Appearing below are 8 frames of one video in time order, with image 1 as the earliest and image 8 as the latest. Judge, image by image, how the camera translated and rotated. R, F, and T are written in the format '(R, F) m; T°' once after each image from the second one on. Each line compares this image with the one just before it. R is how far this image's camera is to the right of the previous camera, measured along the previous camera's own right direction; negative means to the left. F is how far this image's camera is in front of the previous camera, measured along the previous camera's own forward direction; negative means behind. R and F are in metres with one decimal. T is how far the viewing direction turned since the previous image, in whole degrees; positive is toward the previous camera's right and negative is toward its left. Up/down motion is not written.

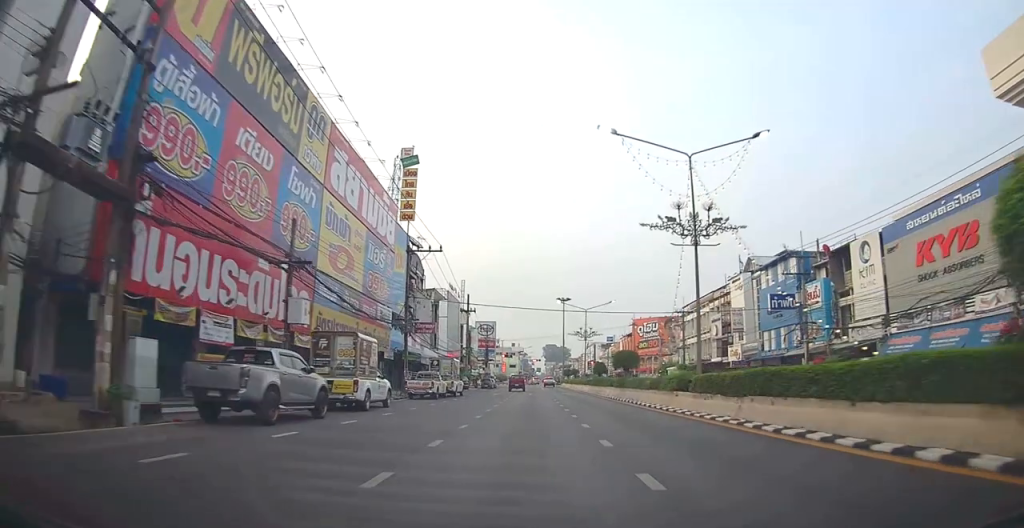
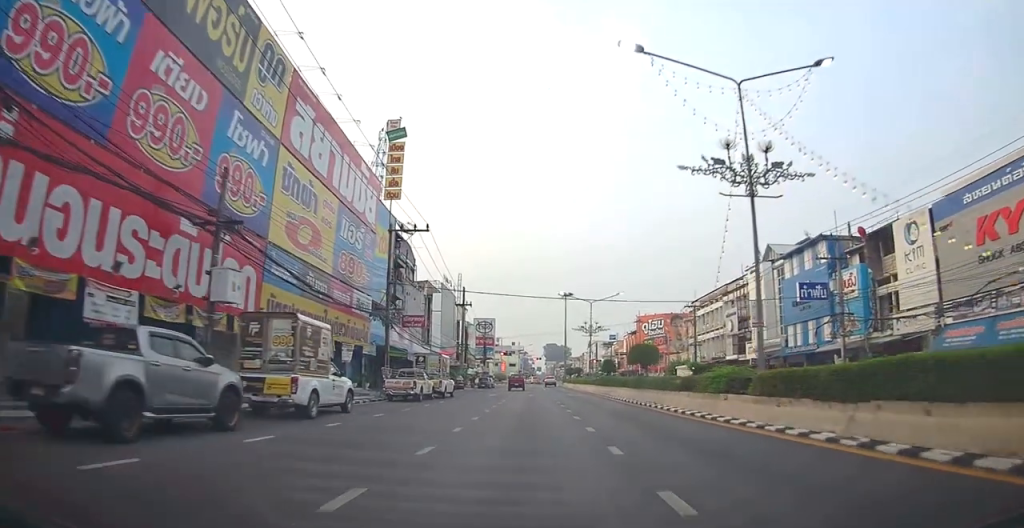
(+0.3, +5.4) m; 0°
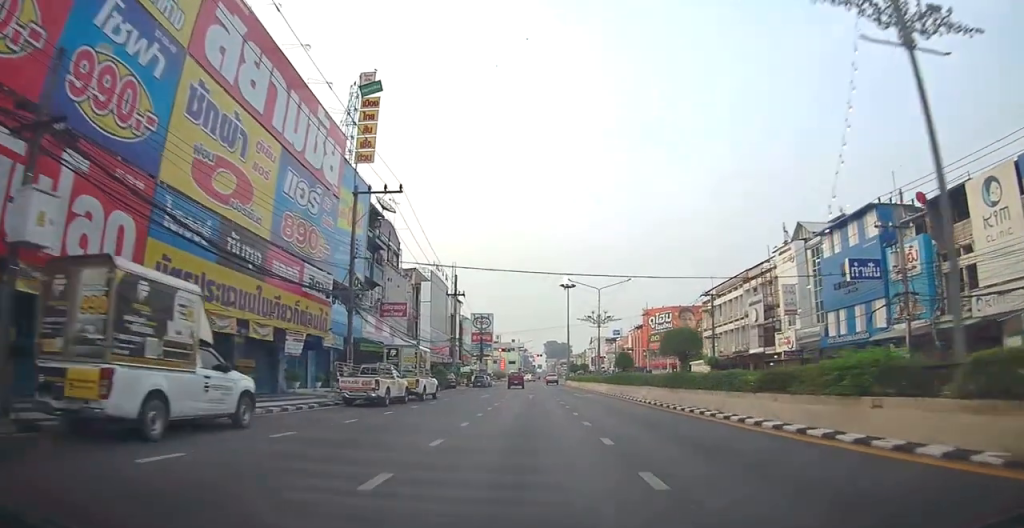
(-0.4, +7.1) m; 0°
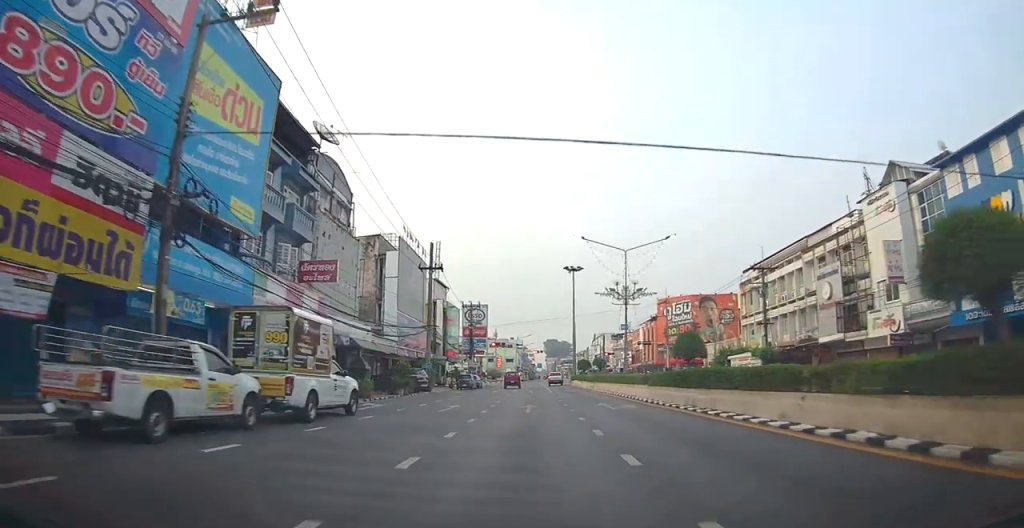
(+0.1, +14.7) m; +2°
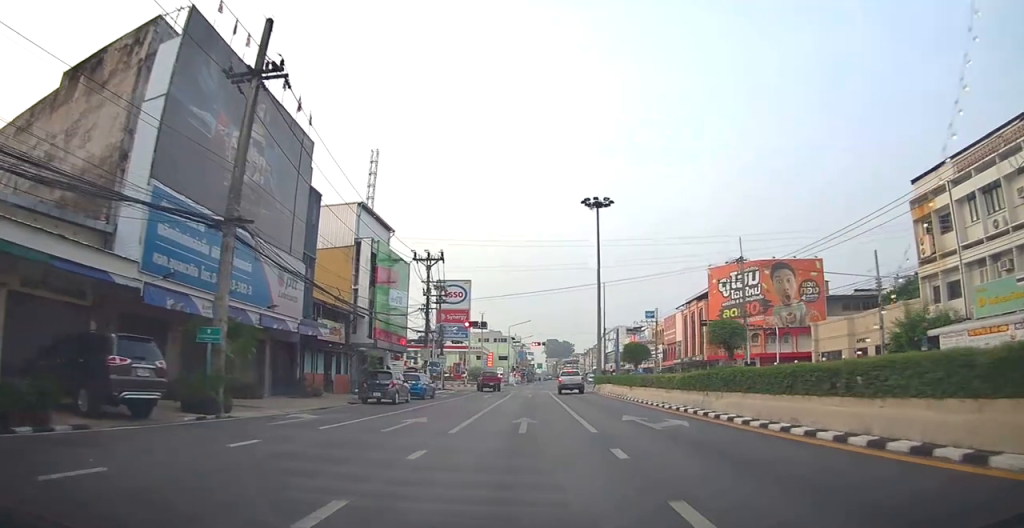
(0.0, +30.4) m; +1°
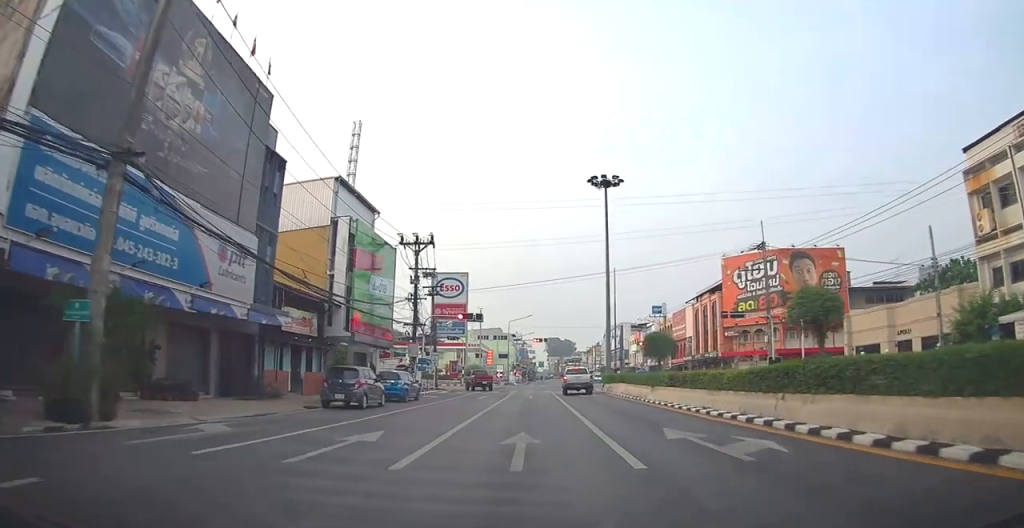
(-0.2, +5.0) m; +2°
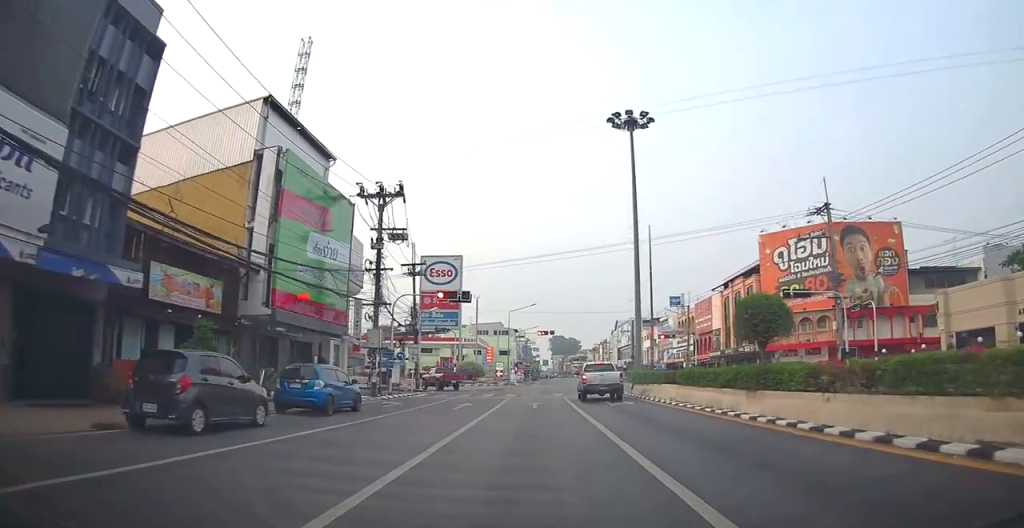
(+0.7, +10.3) m; -2°
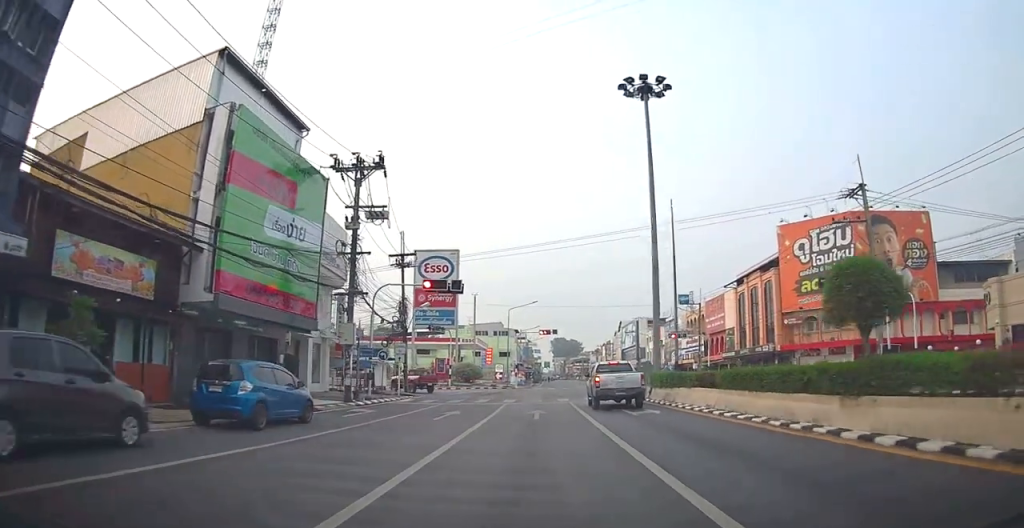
(-0.5, +4.2) m; -1°
